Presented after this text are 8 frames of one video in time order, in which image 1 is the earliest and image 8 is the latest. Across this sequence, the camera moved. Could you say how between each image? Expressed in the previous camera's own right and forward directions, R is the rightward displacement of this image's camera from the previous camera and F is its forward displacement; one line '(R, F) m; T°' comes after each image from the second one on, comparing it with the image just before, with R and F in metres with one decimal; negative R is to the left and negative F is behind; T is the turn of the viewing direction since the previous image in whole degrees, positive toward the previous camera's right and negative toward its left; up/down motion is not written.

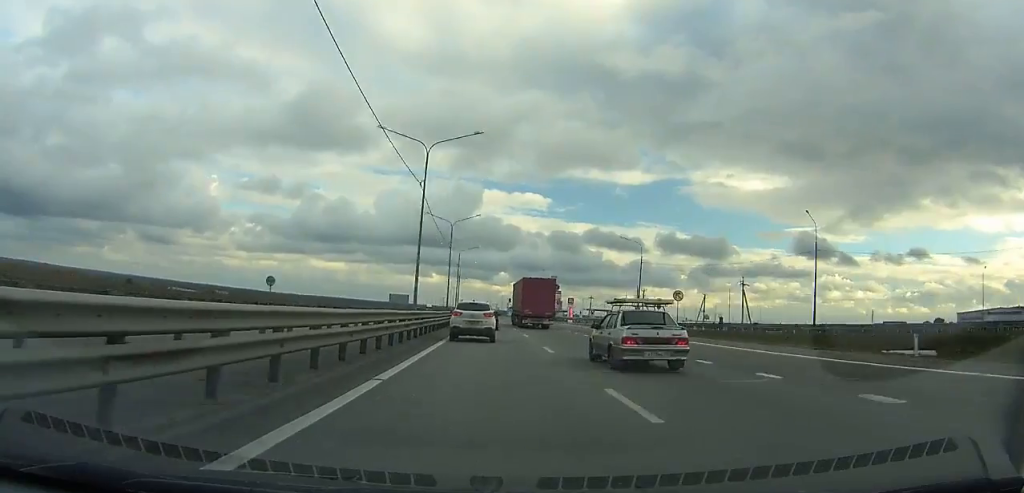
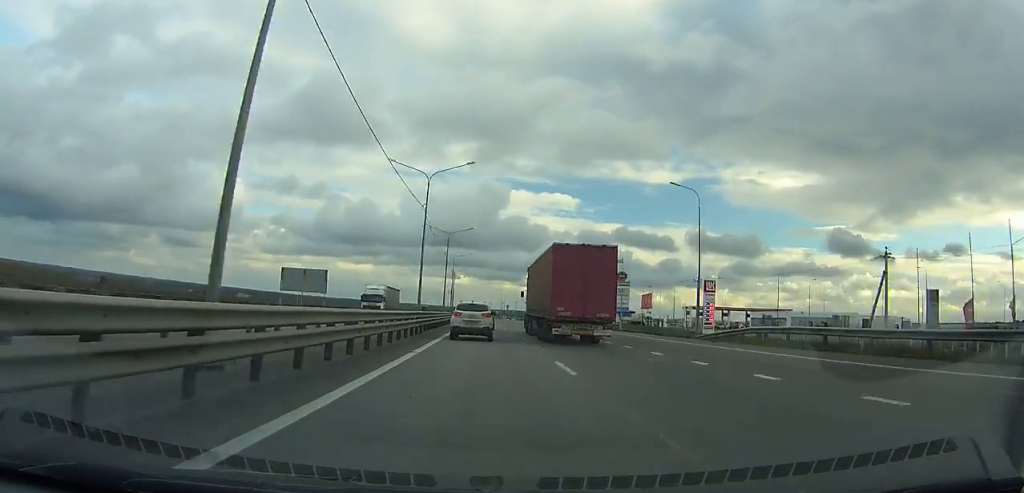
(-3.6, +114.9) m; -3°
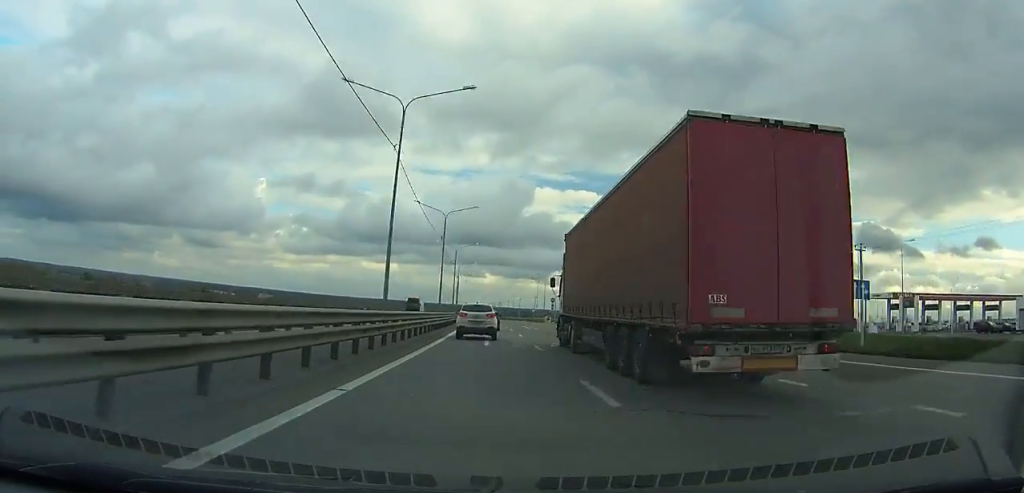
(-1.2, +74.9) m; -2°
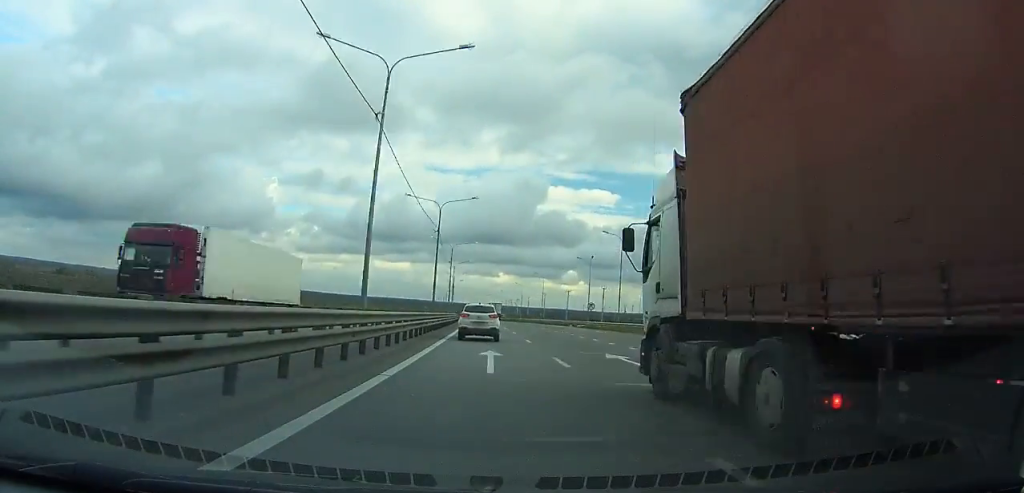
(-0.8, +66.2) m; -2°
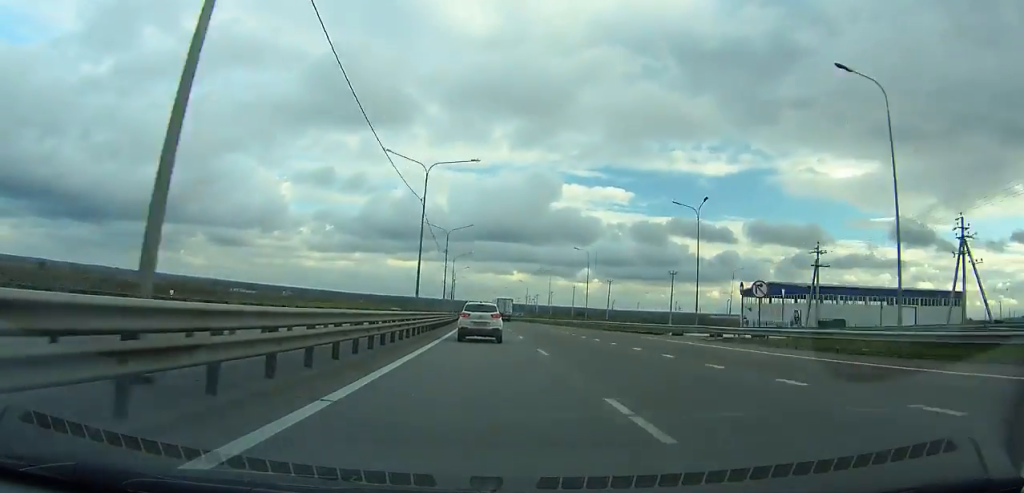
(-0.8, +43.2) m; -1°
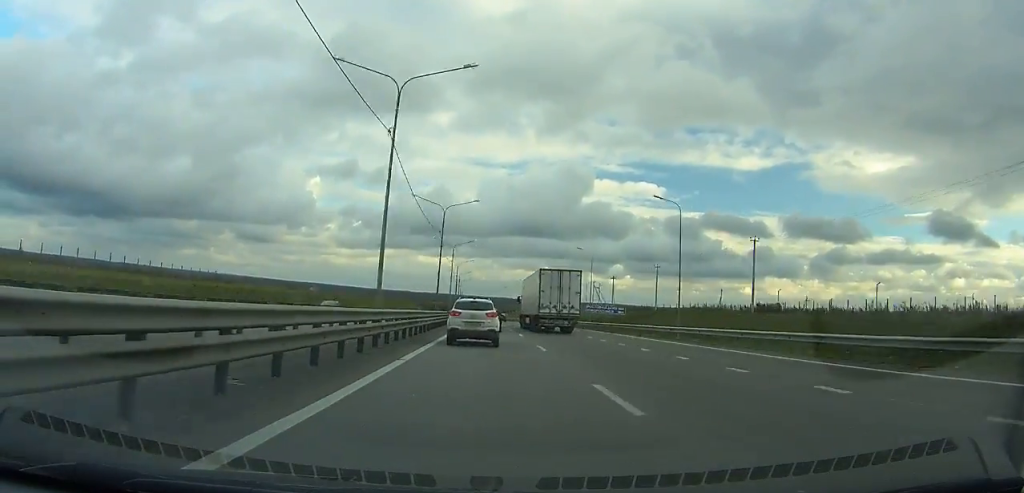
(-2.8, +105.6) m; -3°
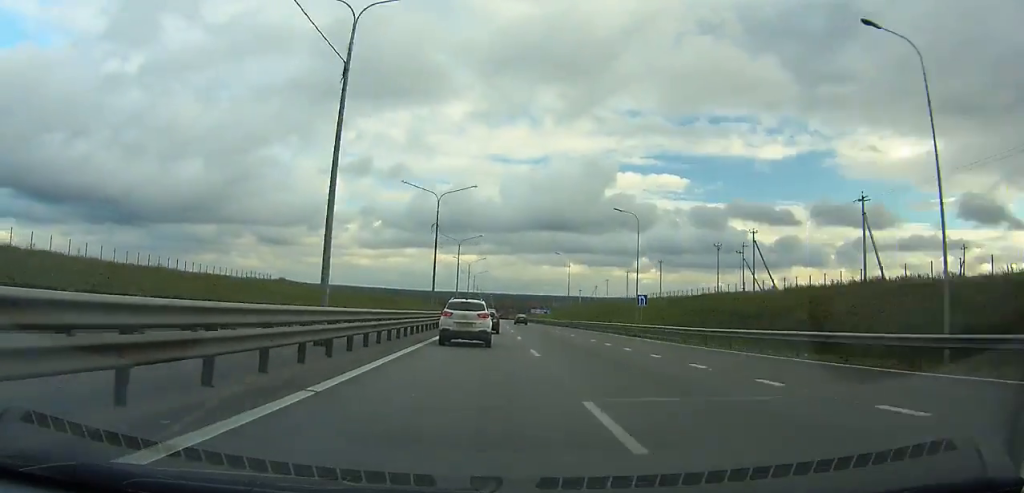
(-1.9, +98.9) m; -2°
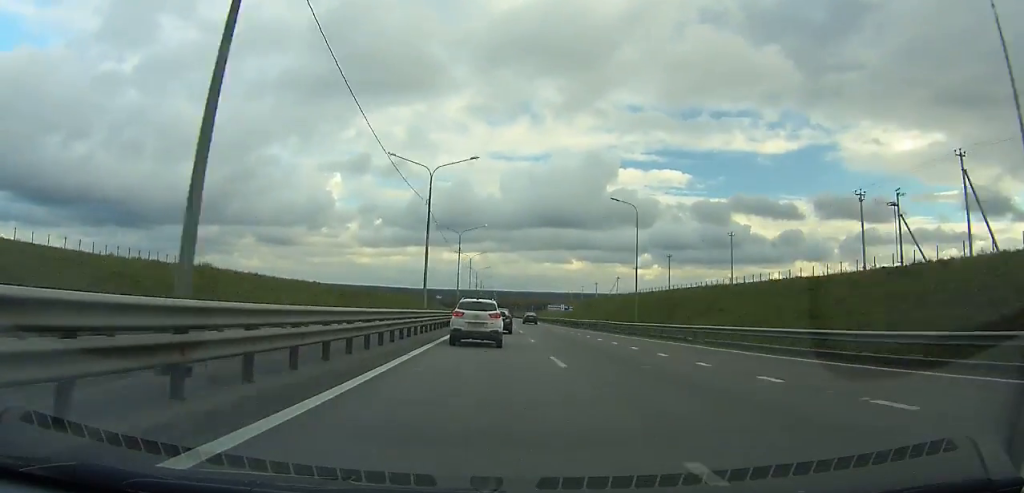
(-0.7, +39.4) m; -1°
